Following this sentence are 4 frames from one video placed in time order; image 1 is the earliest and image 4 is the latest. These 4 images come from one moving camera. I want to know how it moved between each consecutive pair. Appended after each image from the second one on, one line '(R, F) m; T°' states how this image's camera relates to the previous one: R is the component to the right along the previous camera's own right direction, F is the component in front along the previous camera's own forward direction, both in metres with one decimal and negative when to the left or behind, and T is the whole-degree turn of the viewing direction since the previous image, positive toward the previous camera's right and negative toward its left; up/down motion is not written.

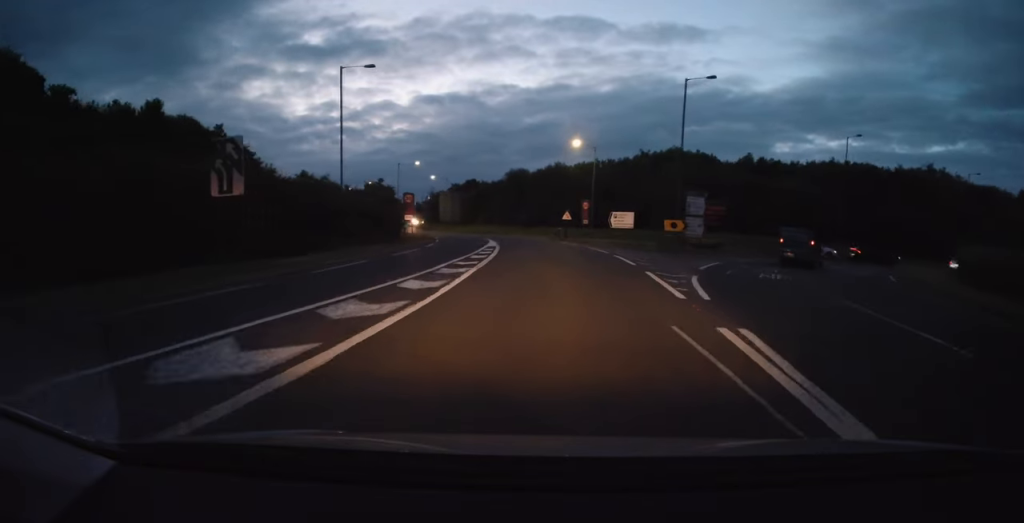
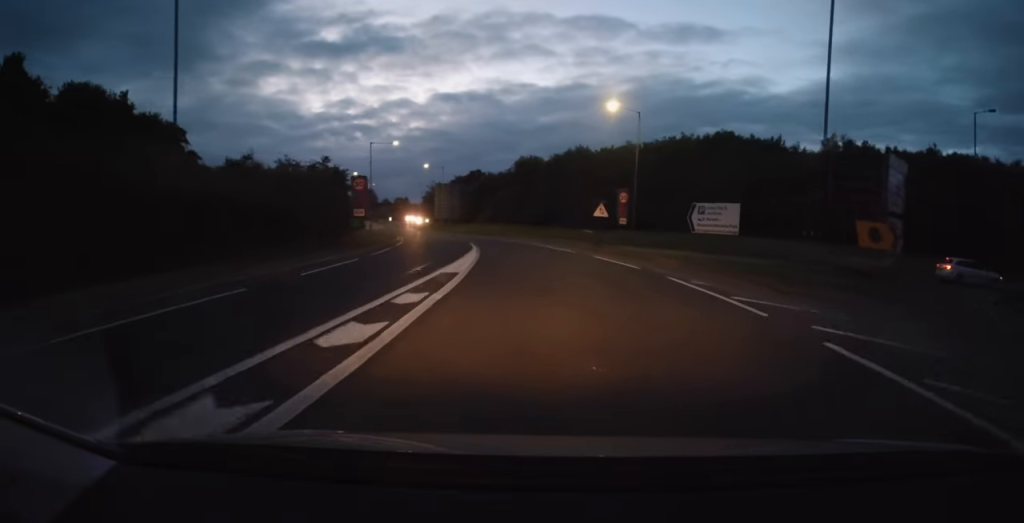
(0.0, +18.3) m; 0°
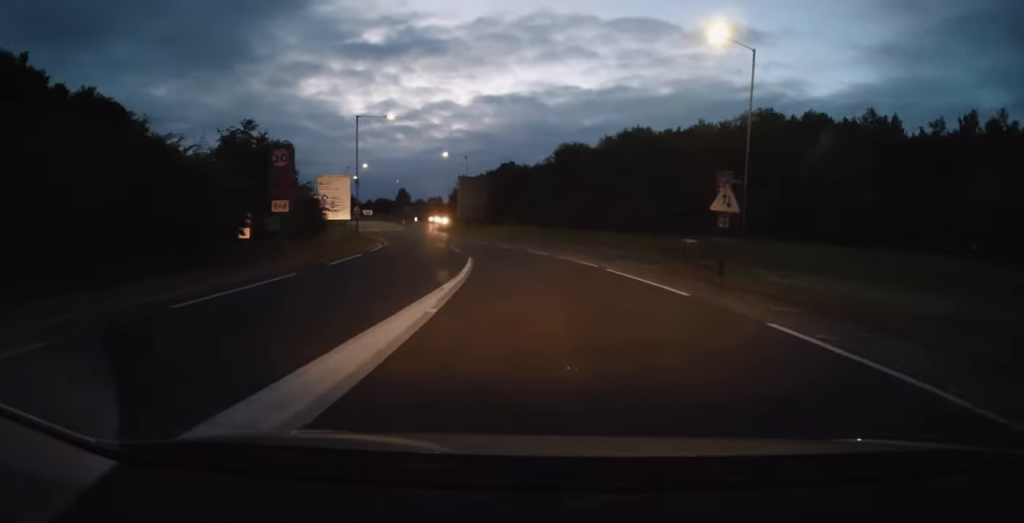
(0.0, +15.8) m; -3°
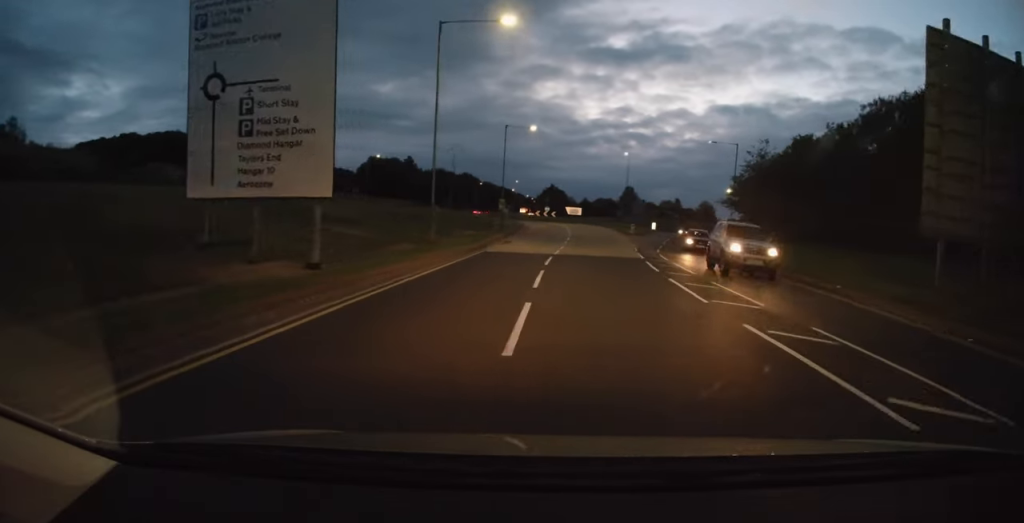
(-16.5, +60.1) m; -25°
